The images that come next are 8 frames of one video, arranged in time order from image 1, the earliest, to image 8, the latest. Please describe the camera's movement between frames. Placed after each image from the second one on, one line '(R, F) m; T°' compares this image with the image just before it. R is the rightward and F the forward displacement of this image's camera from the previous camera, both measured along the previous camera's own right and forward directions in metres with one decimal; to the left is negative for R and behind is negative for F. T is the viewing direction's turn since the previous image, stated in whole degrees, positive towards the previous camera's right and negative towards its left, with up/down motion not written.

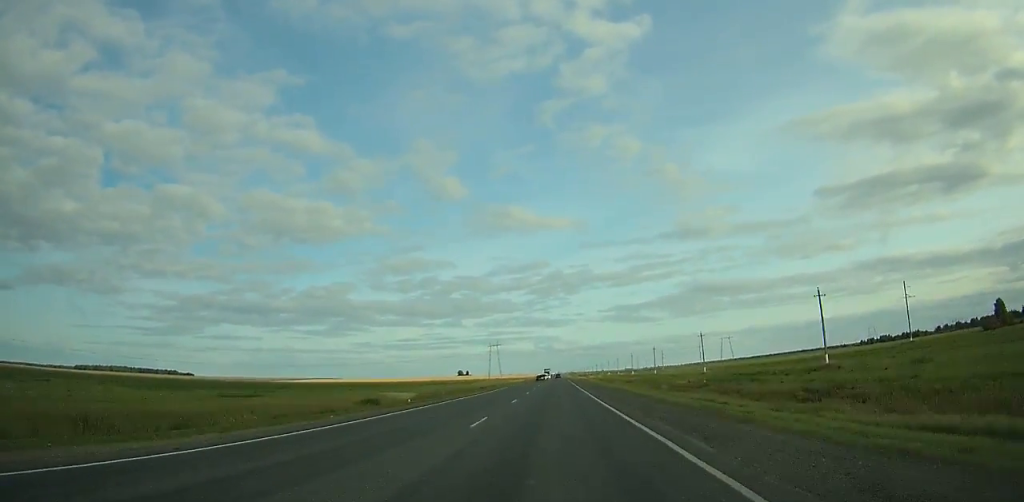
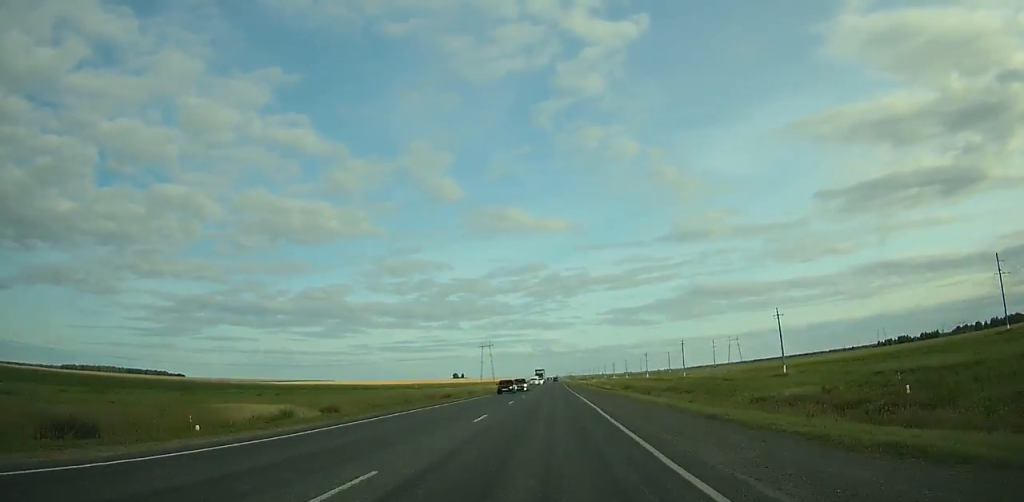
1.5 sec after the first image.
(0.0, +44.8) m; 0°
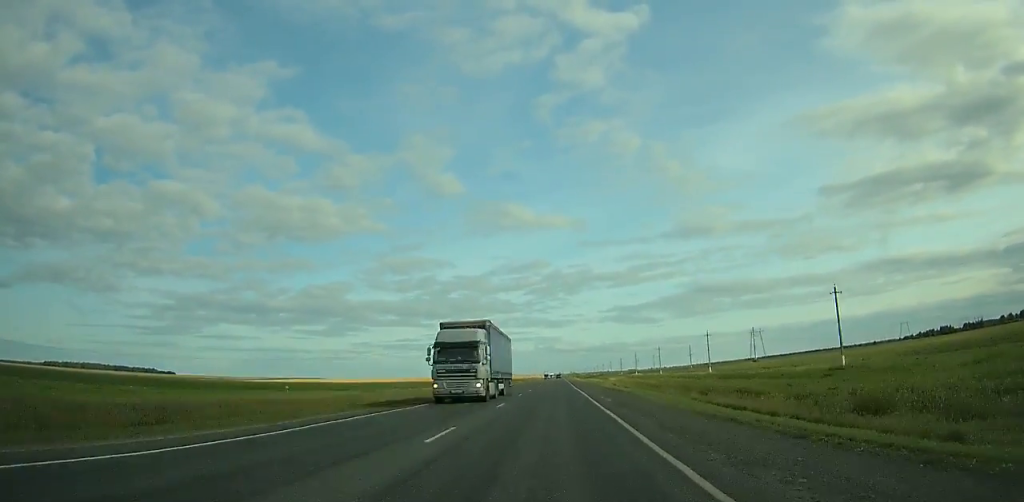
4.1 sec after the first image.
(0.0, +78.5) m; 0°
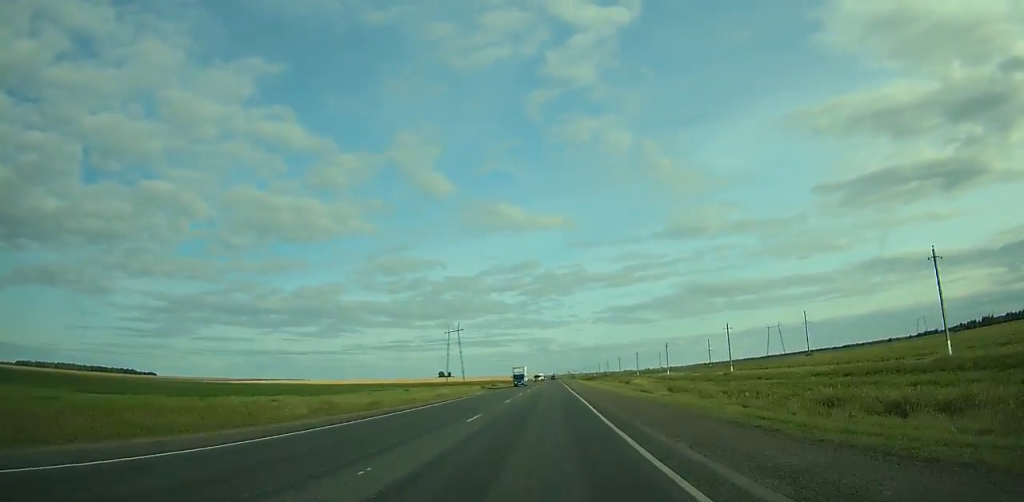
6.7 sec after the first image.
(+0.1, +79.2) m; 0°
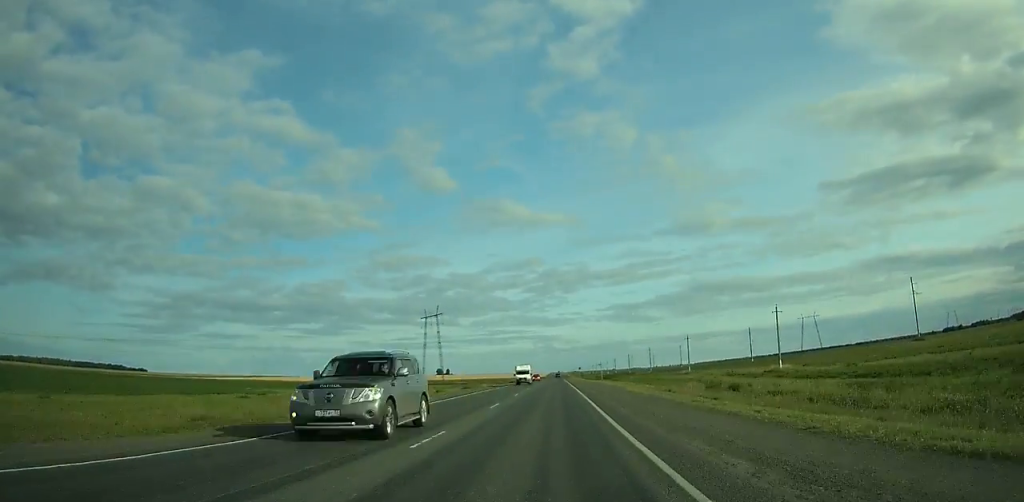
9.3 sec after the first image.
(+0.3, +79.5) m; 0°
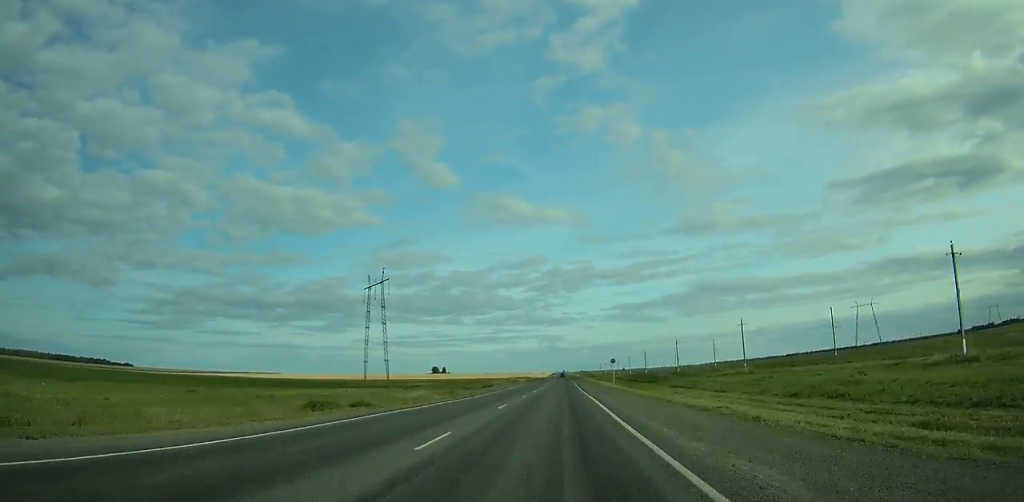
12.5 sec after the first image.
(-0.1, +98.1) m; 0°
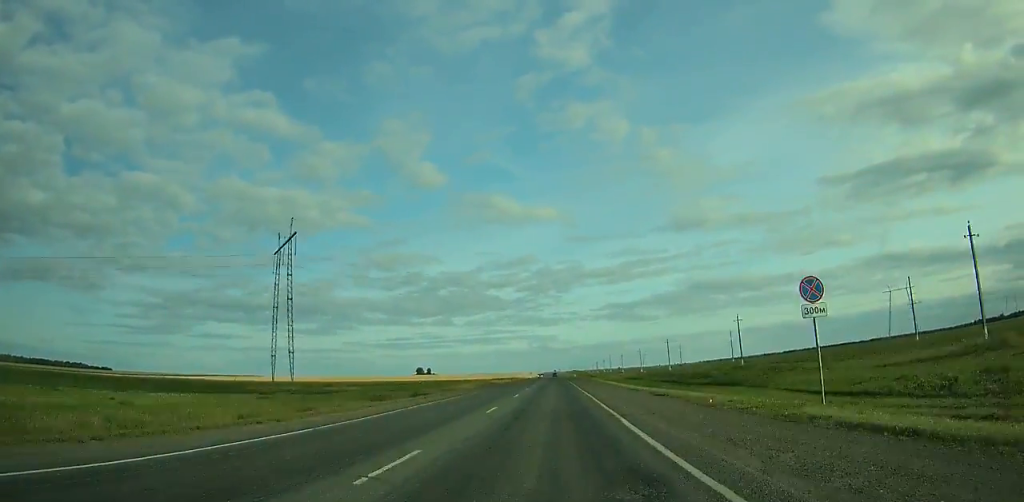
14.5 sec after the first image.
(+0.1, +61.3) m; 0°
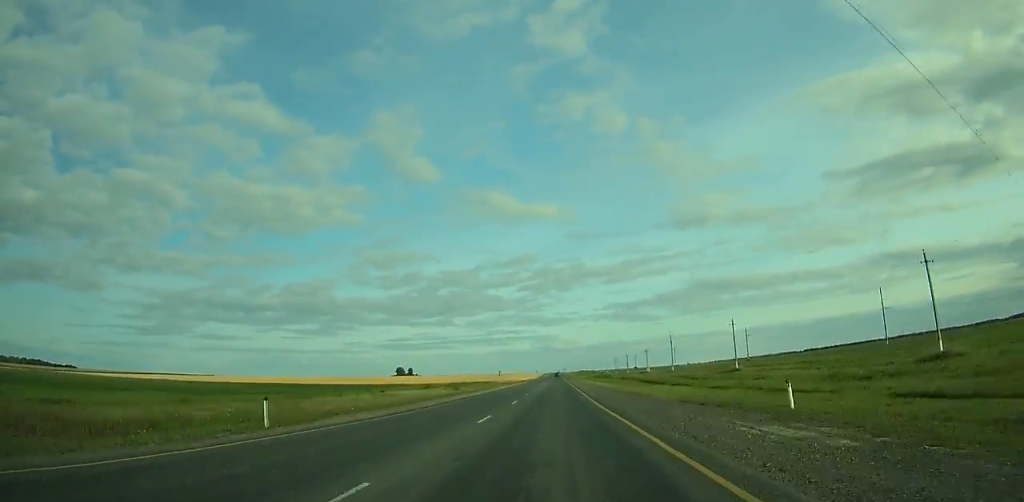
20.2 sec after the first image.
(+0.2, +173.9) m; 0°
